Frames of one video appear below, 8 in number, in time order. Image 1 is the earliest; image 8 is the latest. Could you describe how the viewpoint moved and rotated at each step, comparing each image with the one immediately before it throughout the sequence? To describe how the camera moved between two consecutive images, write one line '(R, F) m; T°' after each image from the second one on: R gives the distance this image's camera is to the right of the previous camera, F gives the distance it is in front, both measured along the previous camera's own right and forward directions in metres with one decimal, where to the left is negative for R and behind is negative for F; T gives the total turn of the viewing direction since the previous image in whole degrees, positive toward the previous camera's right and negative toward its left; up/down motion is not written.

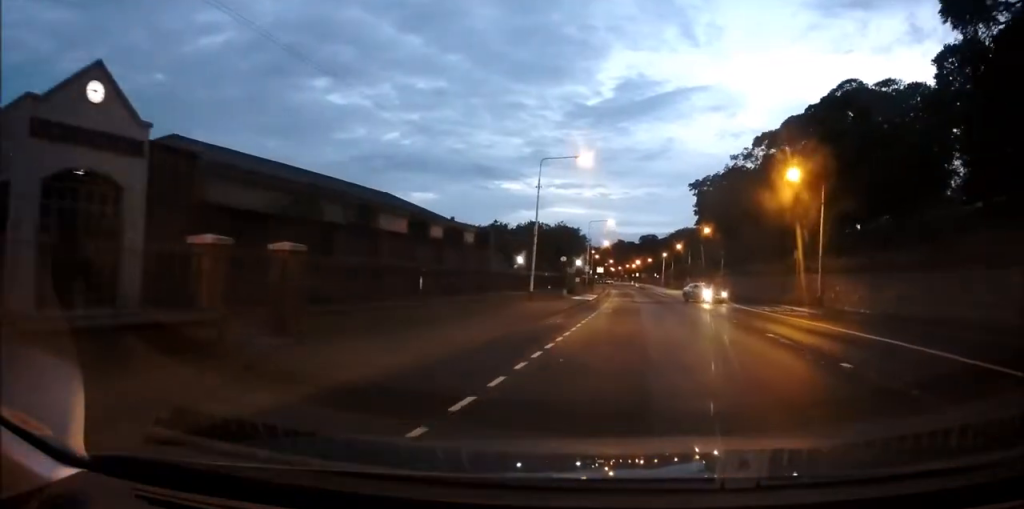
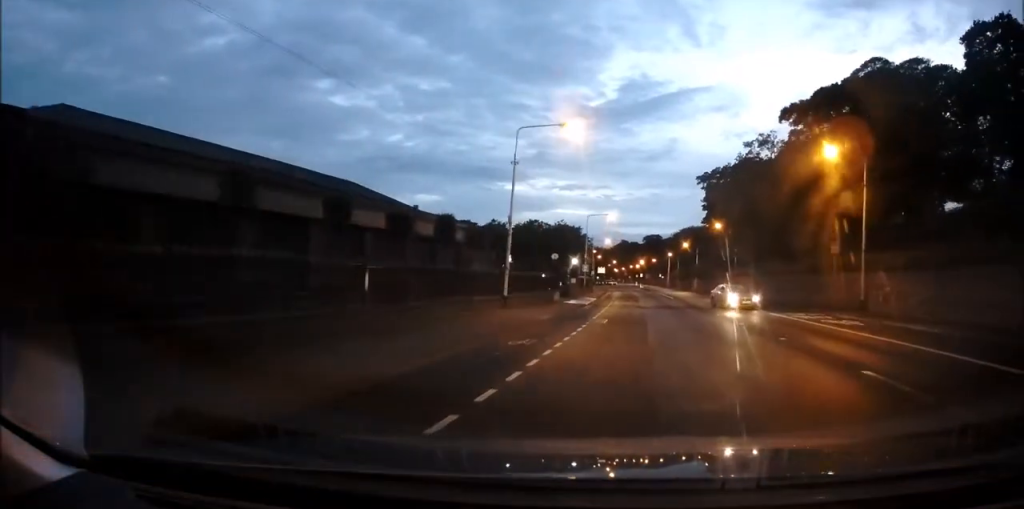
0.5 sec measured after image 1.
(0.0, +6.8) m; 0°
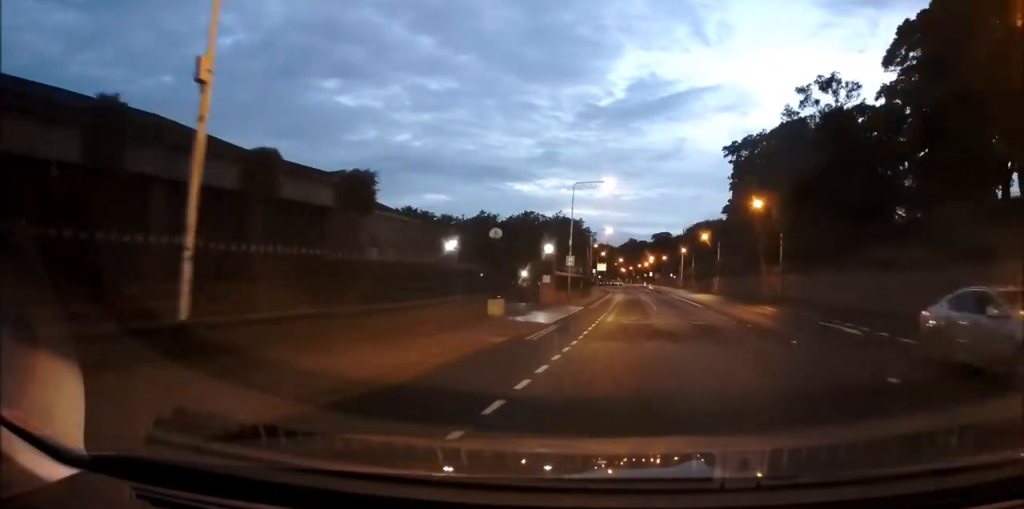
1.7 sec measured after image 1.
(0.0, +18.4) m; 0°
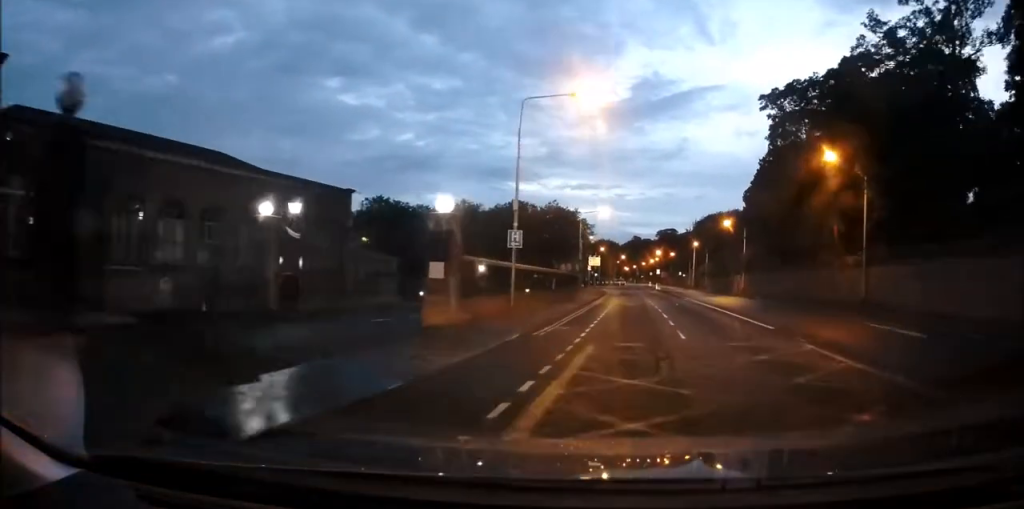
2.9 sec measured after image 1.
(-0.1, +17.5) m; 0°
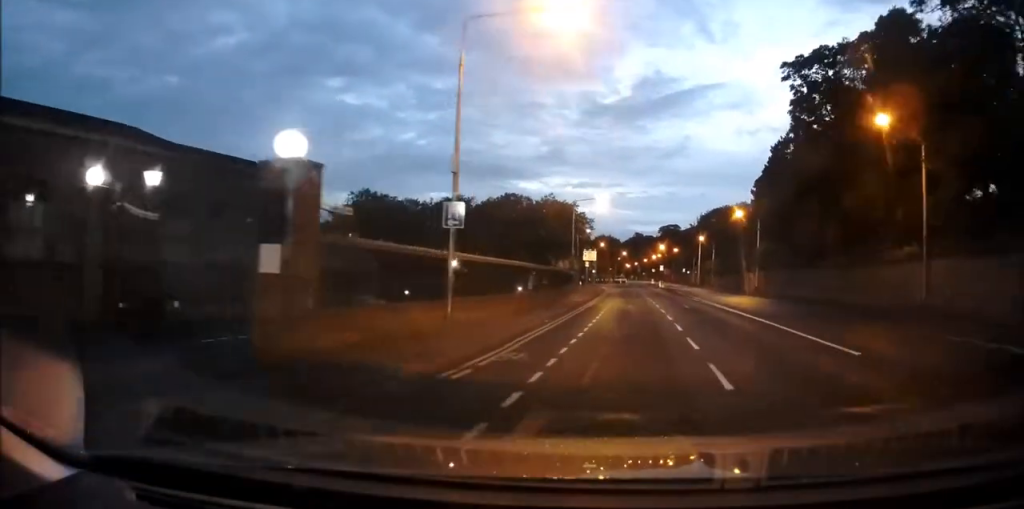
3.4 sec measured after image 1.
(0.0, +6.8) m; 0°
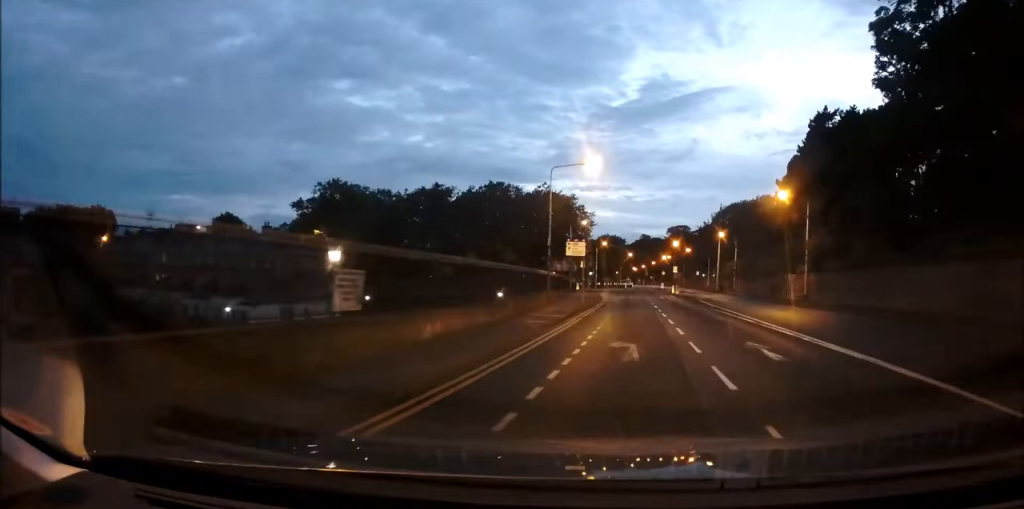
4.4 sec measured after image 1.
(0.0, +15.4) m; 0°
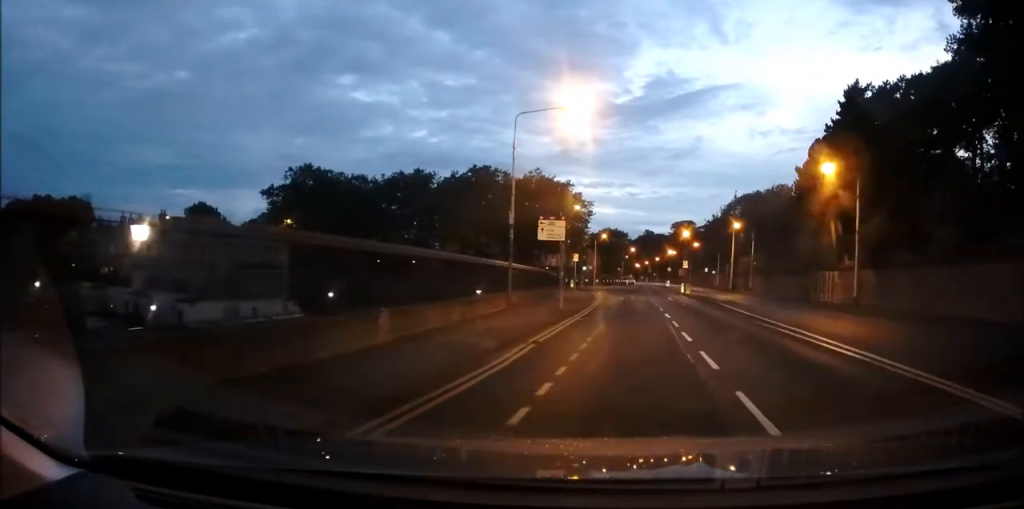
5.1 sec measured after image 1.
(0.0, +9.9) m; -1°
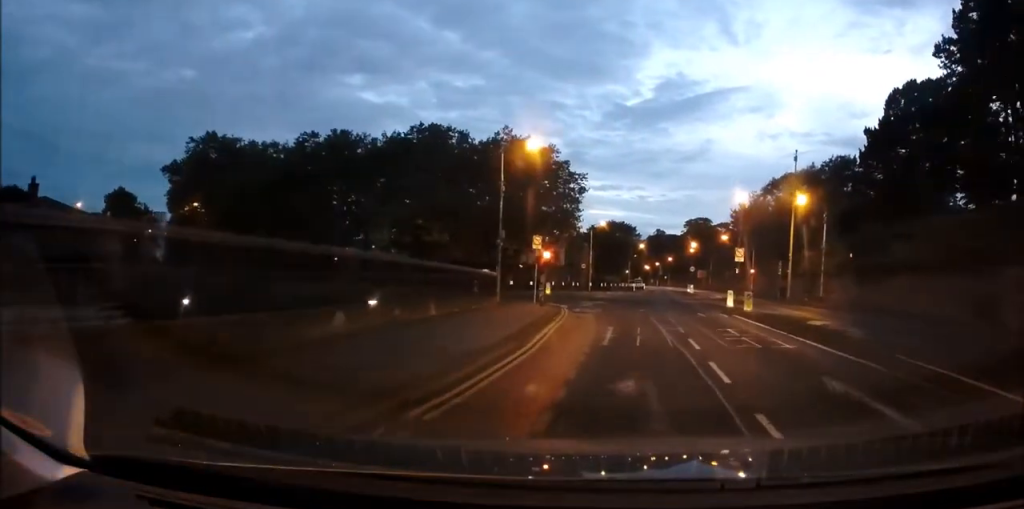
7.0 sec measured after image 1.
(-0.9, +24.4) m; -3°
